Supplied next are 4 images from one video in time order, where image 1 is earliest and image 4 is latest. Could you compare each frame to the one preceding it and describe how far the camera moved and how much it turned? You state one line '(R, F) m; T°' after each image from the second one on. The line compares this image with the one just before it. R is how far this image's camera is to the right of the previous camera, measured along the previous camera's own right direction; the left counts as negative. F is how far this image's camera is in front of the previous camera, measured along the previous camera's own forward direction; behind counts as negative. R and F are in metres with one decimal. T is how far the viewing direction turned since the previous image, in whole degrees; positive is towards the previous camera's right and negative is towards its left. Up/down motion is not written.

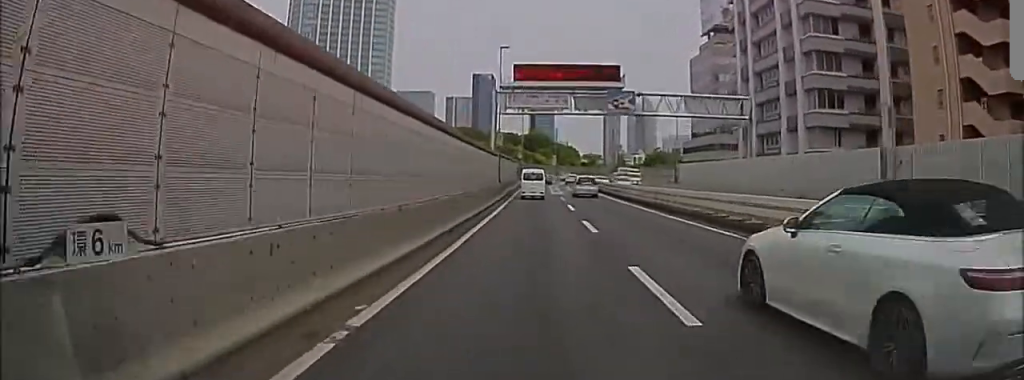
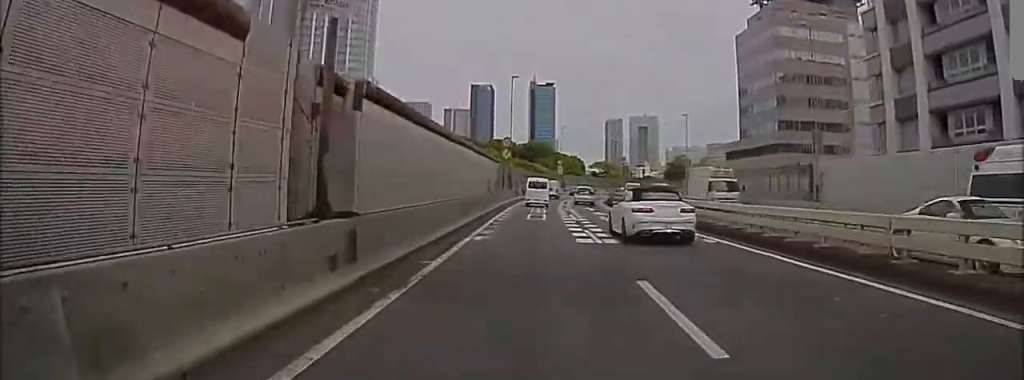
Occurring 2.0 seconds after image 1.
(-0.1, +31.9) m; 0°
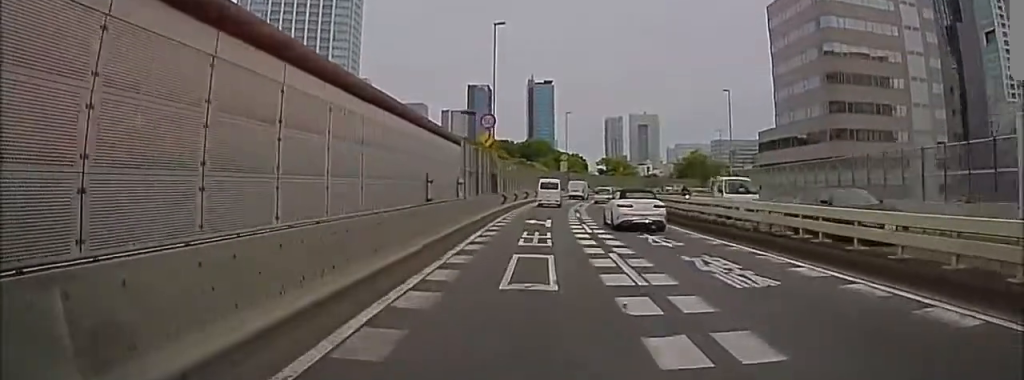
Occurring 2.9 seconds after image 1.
(+0.1, +16.1) m; +1°
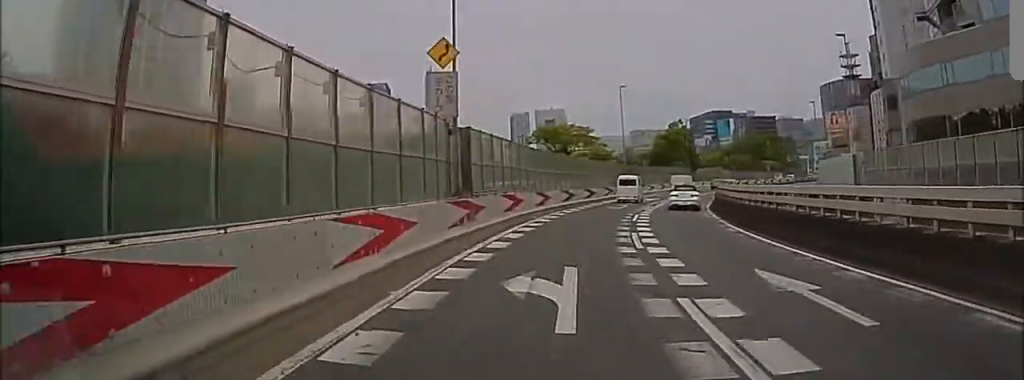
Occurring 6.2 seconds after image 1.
(+7.7, +54.4) m; +29°
